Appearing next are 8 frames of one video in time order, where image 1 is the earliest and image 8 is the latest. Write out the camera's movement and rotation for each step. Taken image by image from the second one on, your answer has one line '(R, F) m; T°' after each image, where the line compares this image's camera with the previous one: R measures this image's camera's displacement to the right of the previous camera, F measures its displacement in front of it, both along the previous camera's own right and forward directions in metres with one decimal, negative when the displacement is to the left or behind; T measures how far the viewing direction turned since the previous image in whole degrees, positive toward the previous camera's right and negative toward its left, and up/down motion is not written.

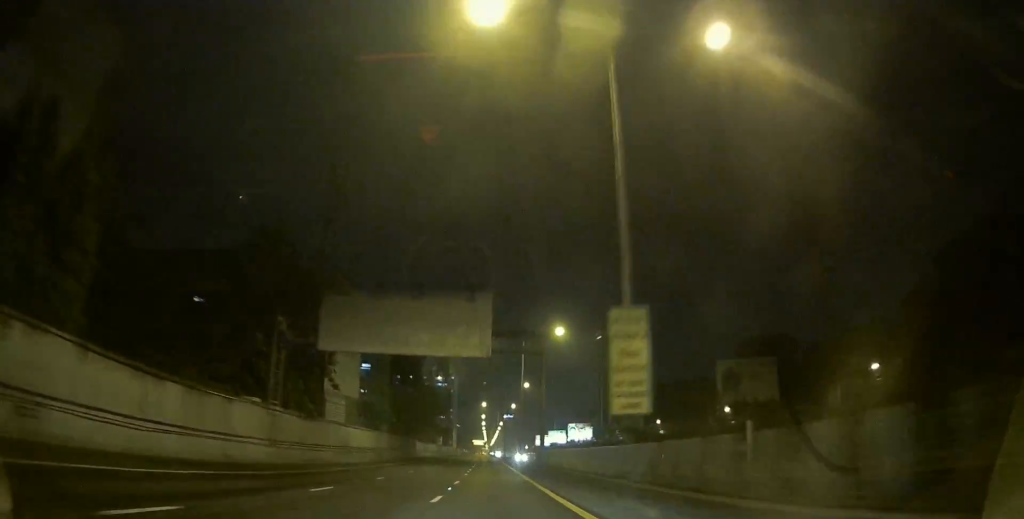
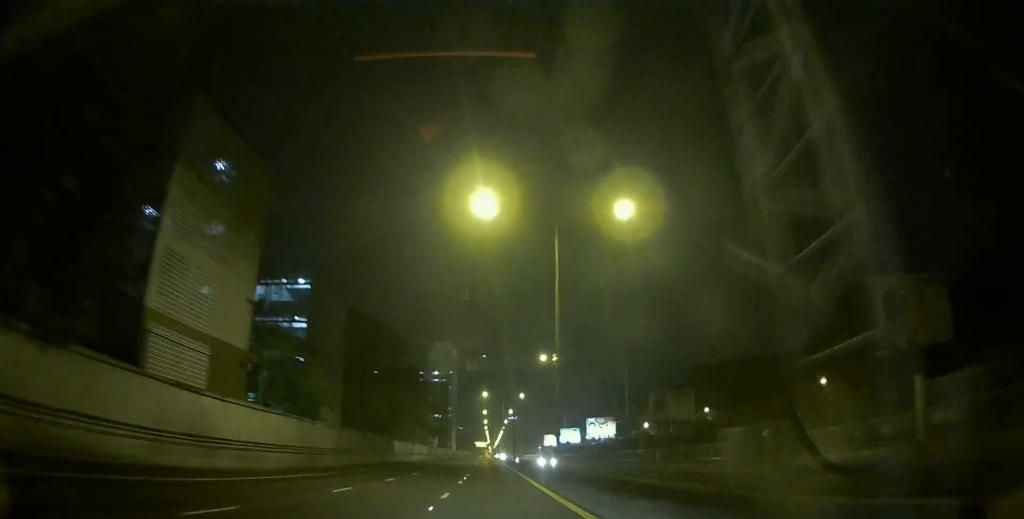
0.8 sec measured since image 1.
(-0.1, +25.2) m; 0°
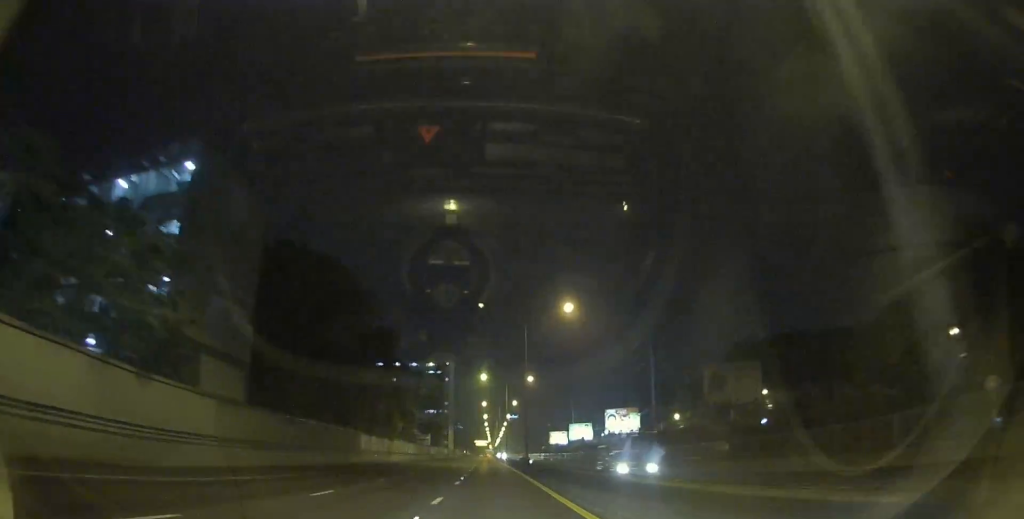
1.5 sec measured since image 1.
(-0.1, +20.4) m; 0°
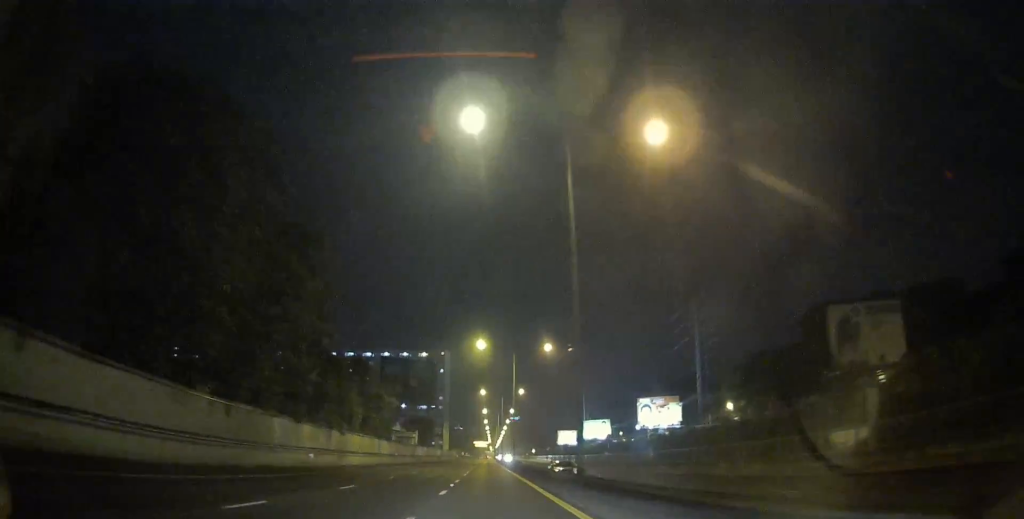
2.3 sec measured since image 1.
(0.0, +23.1) m; 0°
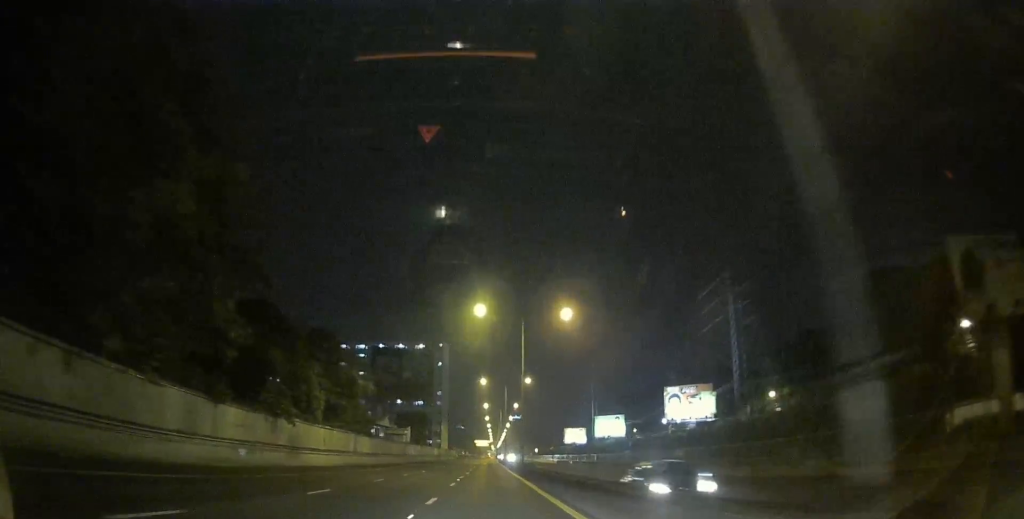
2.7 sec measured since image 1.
(0.0, +12.3) m; 0°
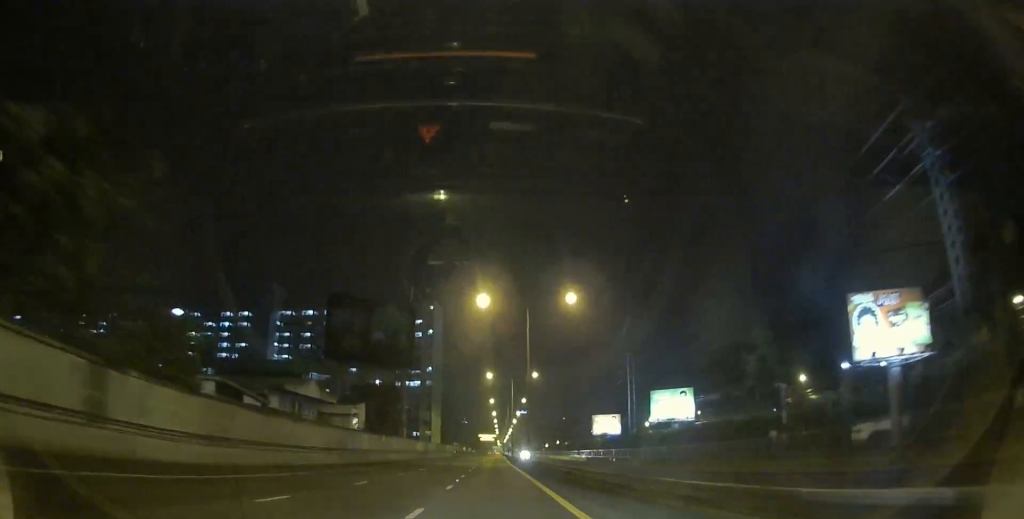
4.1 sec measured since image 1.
(-0.2, +39.7) m; 0°
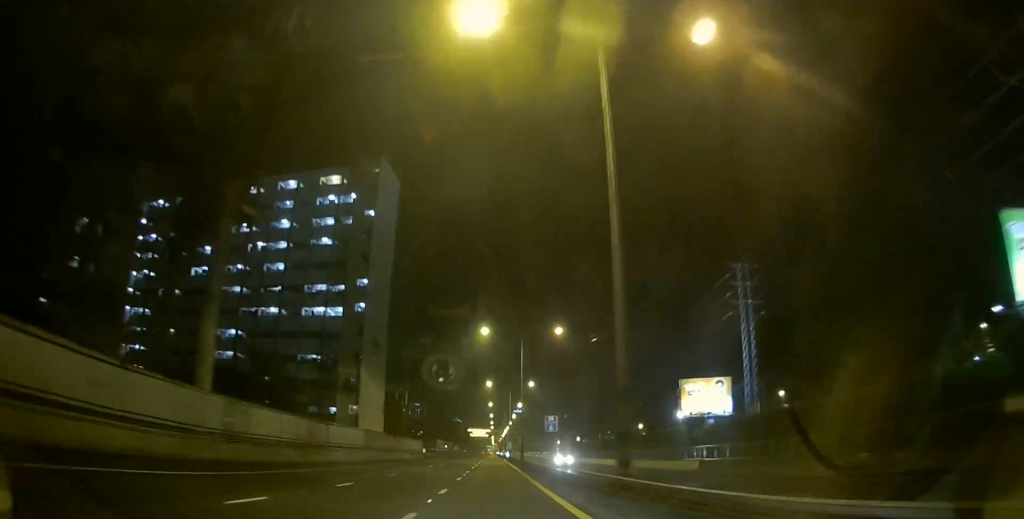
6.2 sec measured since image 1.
(+0.2, +65.0) m; +1°
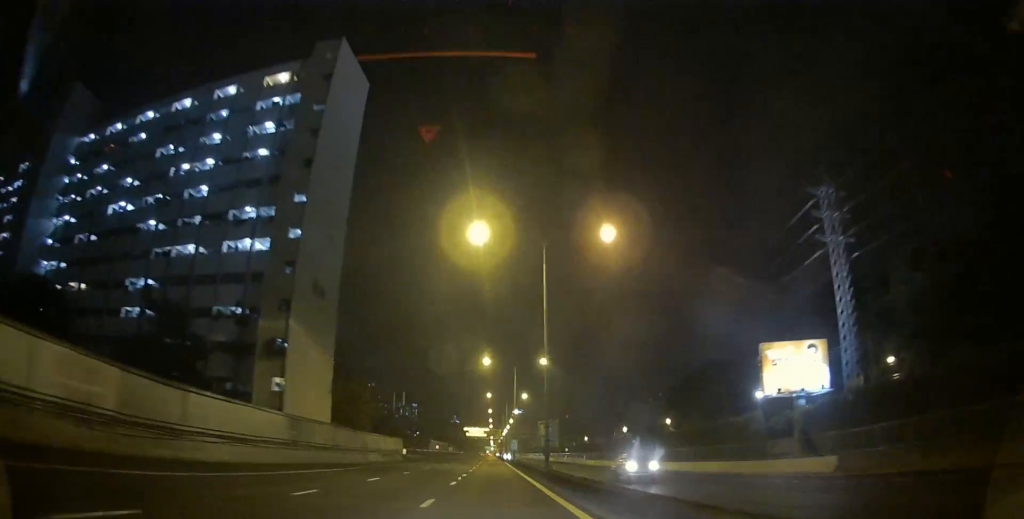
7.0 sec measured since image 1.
(0.0, +22.1) m; 0°
